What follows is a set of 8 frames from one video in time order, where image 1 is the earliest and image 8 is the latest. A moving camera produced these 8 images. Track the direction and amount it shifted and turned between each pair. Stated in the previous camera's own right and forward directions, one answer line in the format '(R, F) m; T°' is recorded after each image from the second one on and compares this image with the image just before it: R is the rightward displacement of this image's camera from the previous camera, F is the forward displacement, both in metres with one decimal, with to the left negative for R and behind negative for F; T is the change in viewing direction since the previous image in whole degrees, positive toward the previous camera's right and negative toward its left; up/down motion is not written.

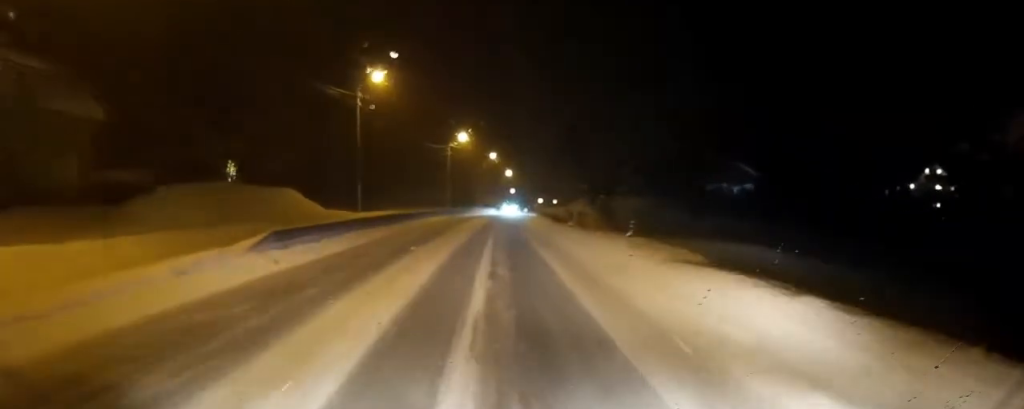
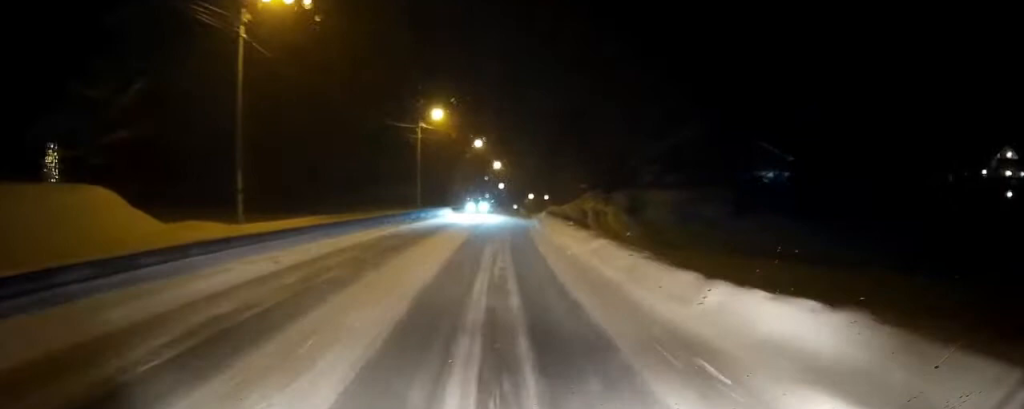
(+0.4, +19.4) m; +2°
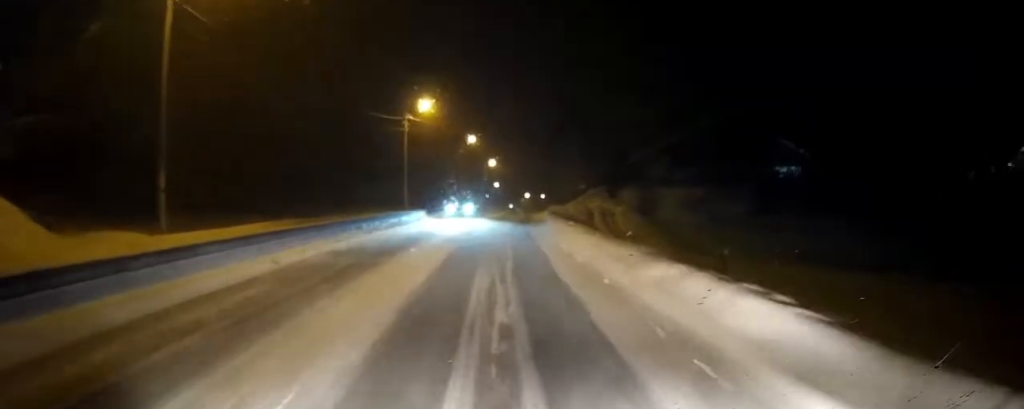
(0.0, +5.9) m; 0°
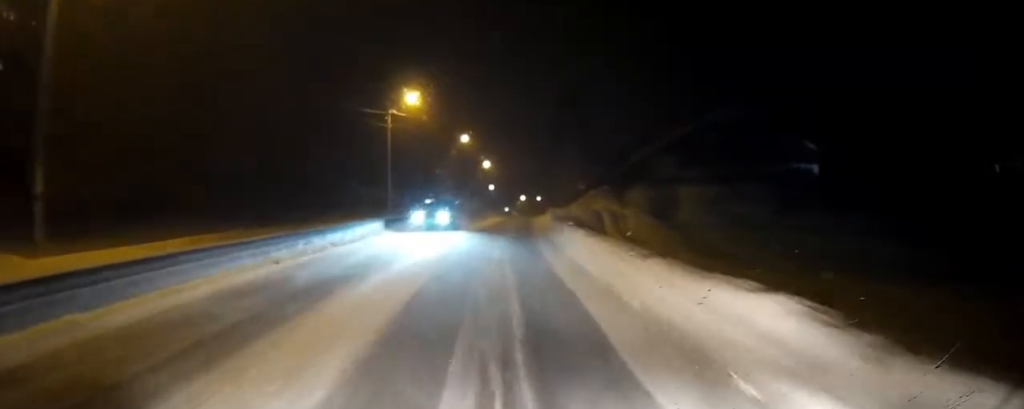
(0.0, +5.9) m; 0°
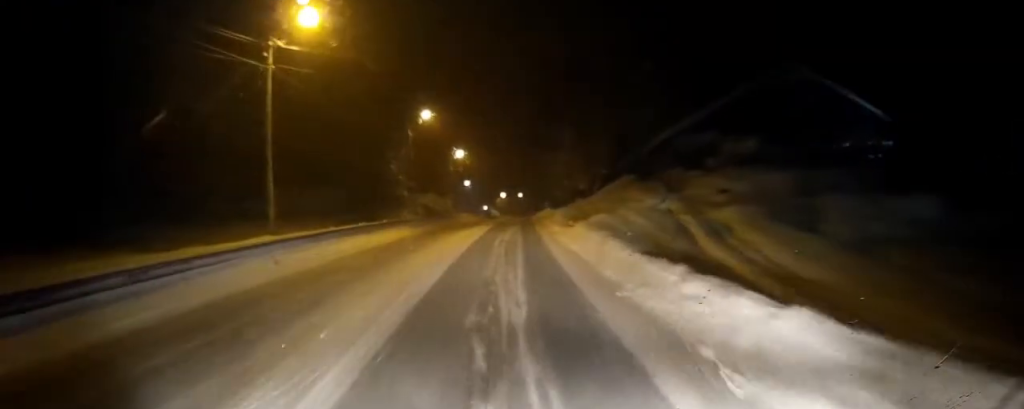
(+0.1, +23.0) m; +1°
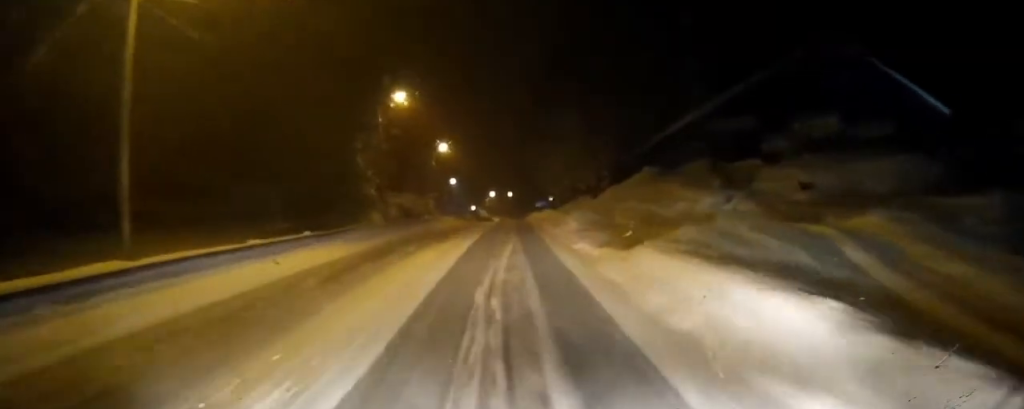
(+0.1, +10.7) m; +2°
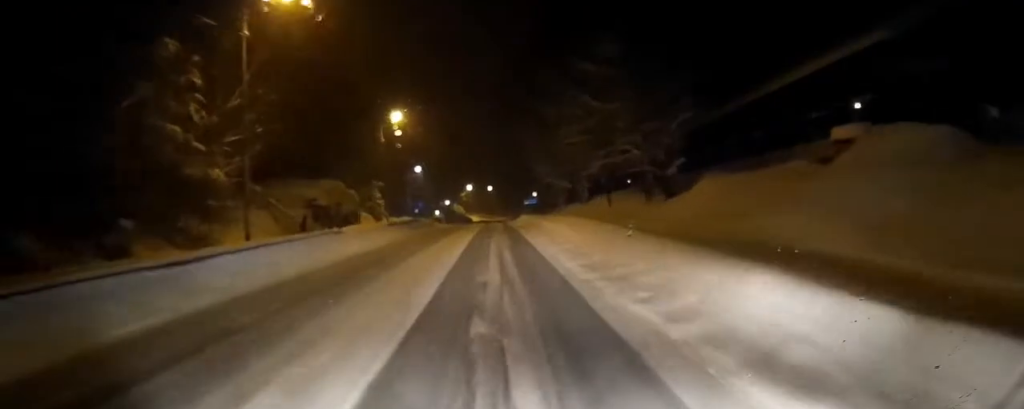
(+0.8, +25.3) m; +3°
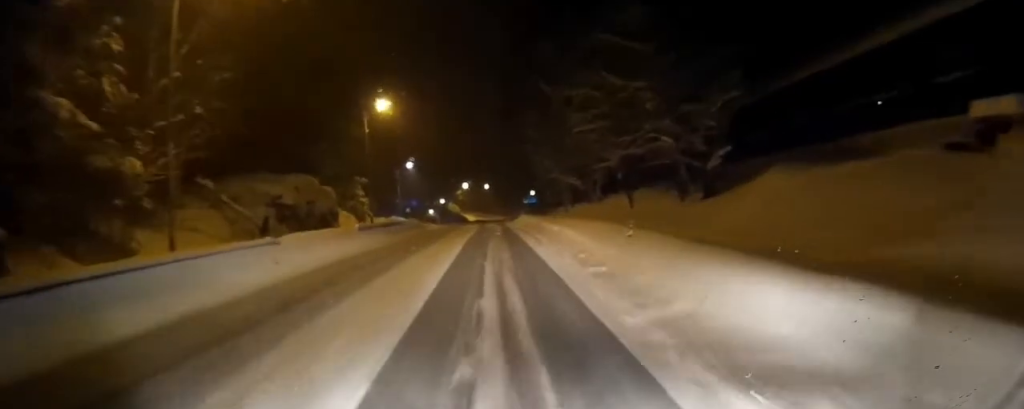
(0.0, +5.8) m; 0°
